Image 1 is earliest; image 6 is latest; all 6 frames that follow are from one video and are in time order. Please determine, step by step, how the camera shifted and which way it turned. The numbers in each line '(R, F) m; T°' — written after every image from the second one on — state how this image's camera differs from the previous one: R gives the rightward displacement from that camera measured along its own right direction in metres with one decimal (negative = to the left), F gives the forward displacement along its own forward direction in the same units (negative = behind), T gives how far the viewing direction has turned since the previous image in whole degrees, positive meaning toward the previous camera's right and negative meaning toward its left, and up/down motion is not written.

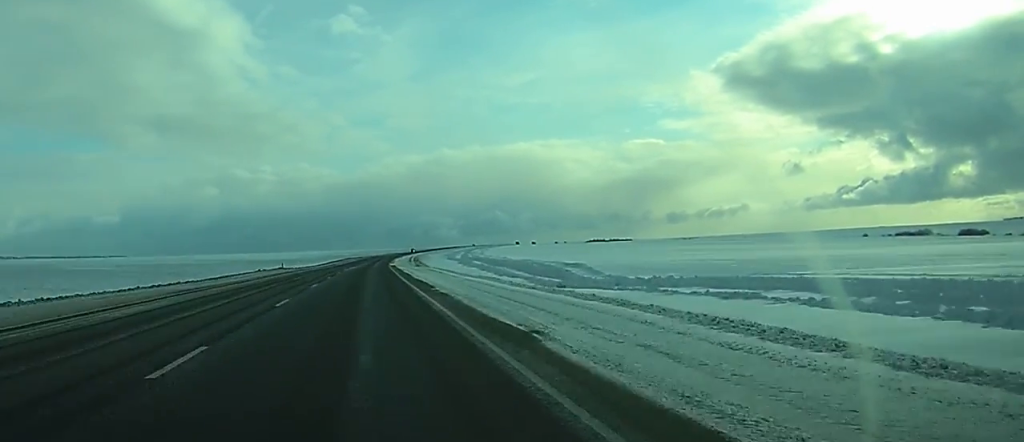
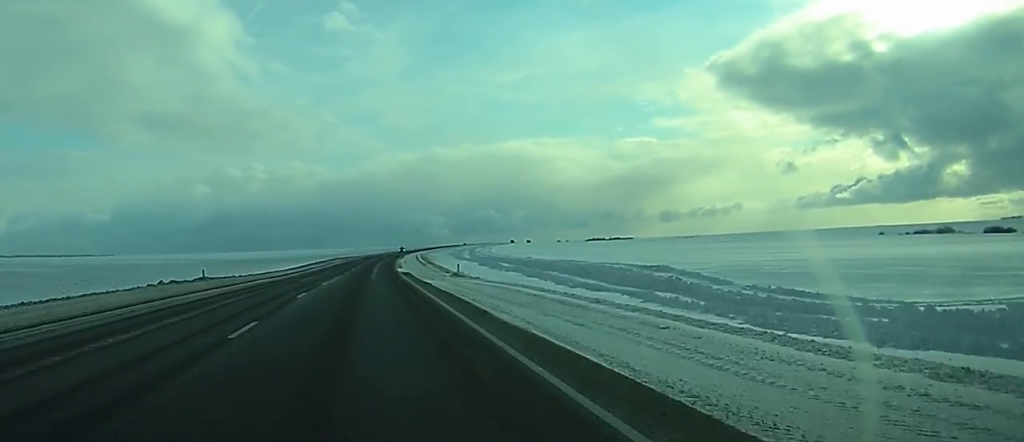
(+0.3, +42.7) m; +1°
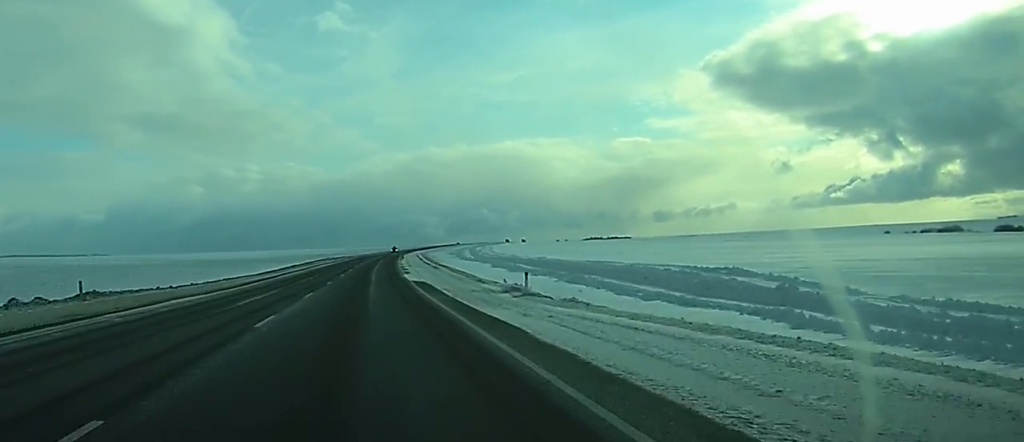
(+0.1, +21.0) m; 0°
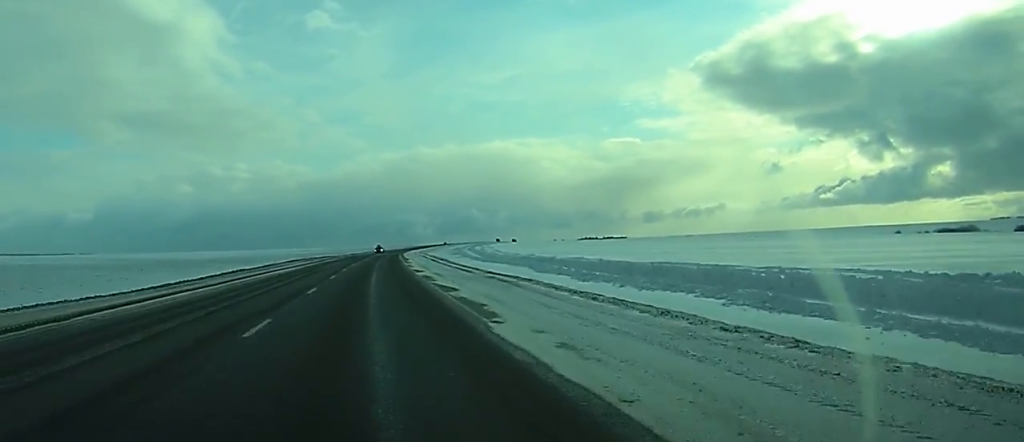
(0.0, +37.9) m; 0°
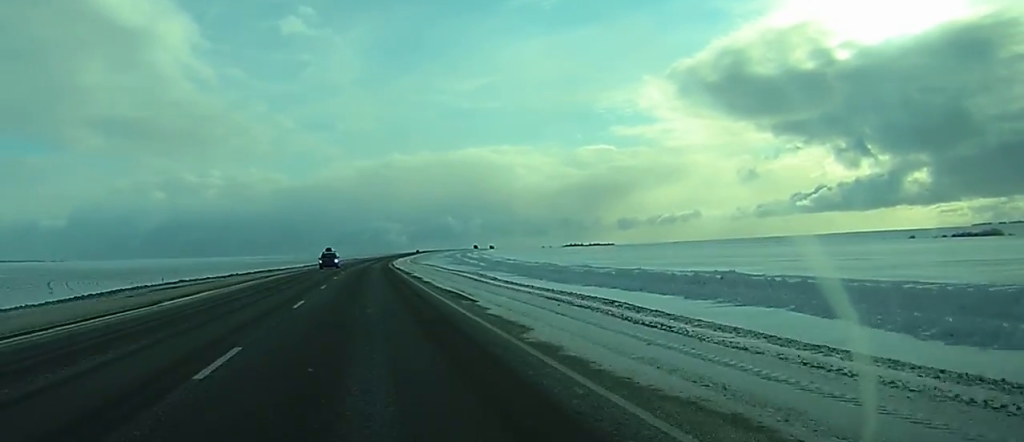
(+1.0, +62.9) m; +2°
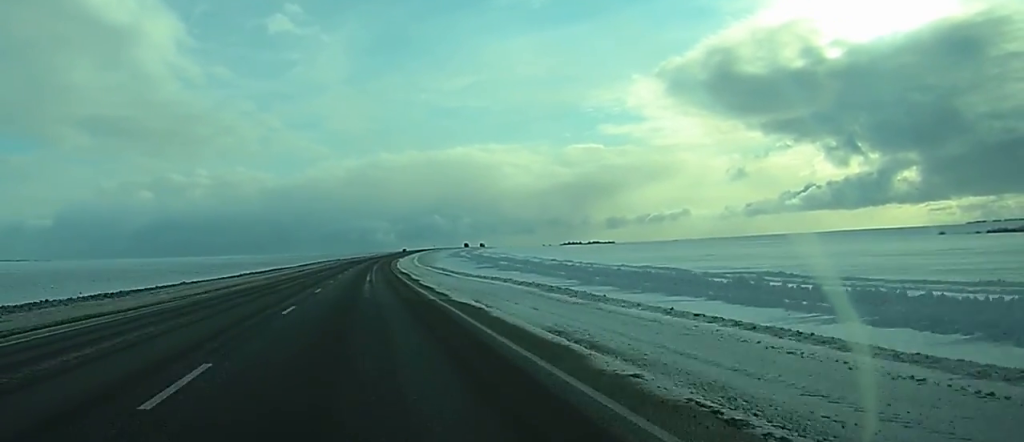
(+0.3, +61.4) m; 0°
